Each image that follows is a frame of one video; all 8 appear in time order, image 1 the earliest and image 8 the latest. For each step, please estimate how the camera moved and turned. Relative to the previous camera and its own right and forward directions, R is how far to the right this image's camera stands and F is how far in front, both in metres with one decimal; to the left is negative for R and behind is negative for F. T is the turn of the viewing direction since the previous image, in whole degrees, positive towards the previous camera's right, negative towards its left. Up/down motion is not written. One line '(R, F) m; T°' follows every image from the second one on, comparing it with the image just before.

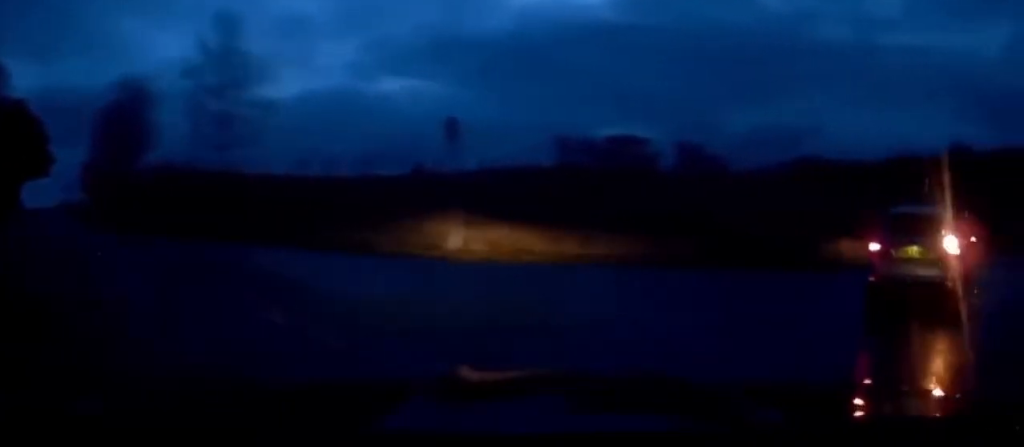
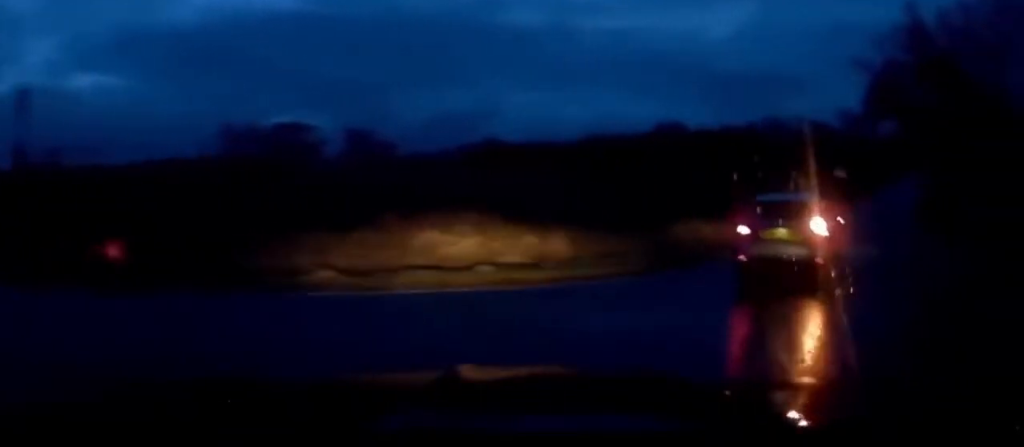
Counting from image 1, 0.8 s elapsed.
(+0.8, +5.0) m; +24°
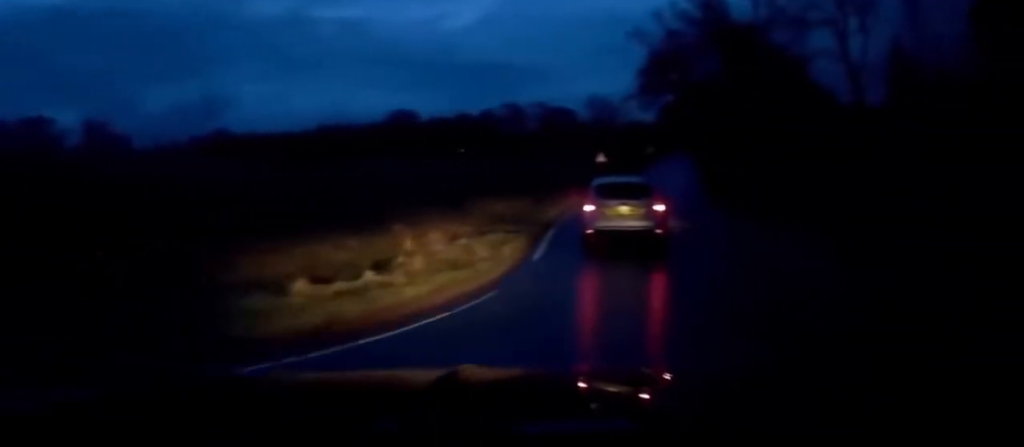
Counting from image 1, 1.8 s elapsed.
(+1.6, +5.5) m; +30°
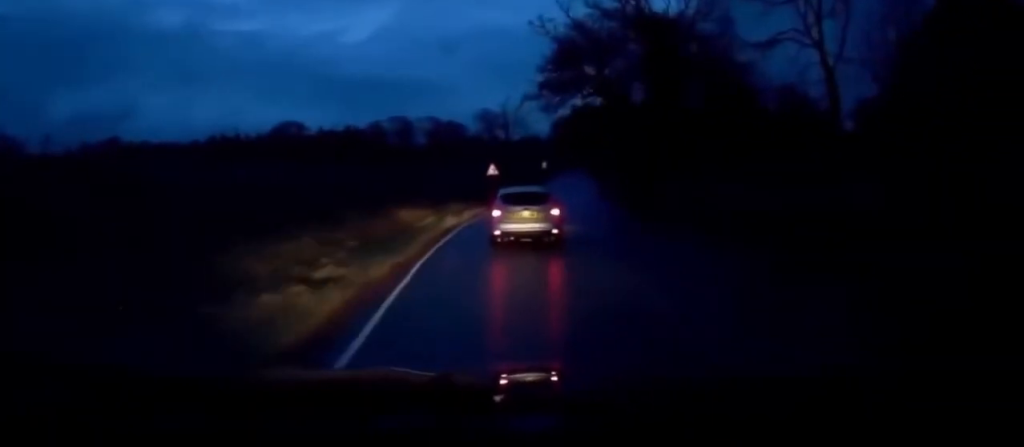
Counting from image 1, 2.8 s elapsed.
(+1.5, +5.9) m; +24°
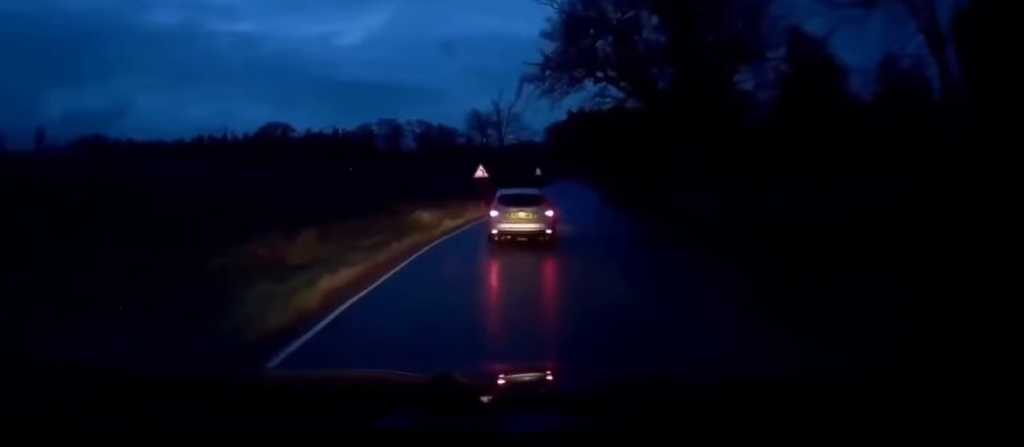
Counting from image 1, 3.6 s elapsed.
(+1.0, +6.6) m; +9°
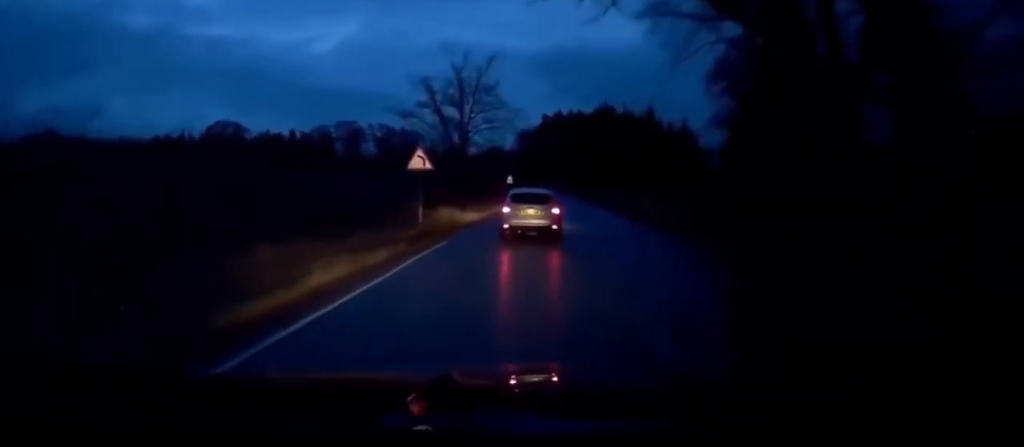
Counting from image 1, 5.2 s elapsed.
(+0.3, +17.8) m; +2°
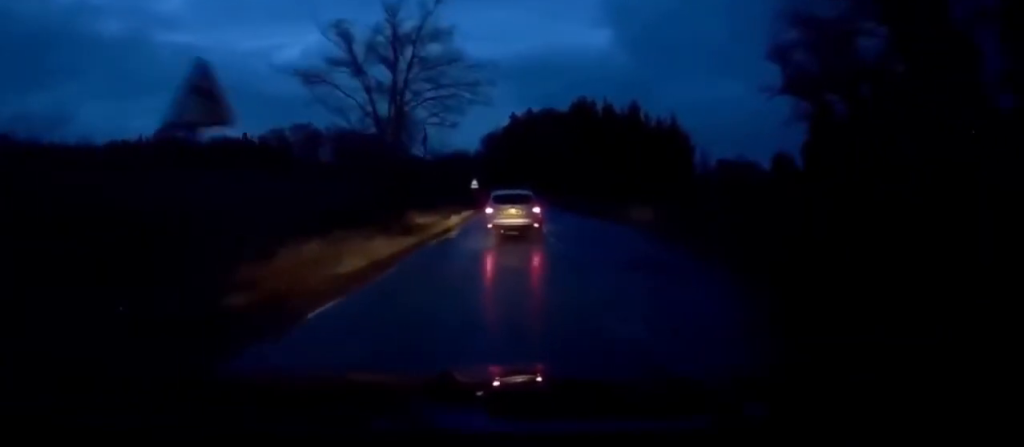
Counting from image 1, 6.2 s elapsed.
(+0.1, +14.6) m; 0°
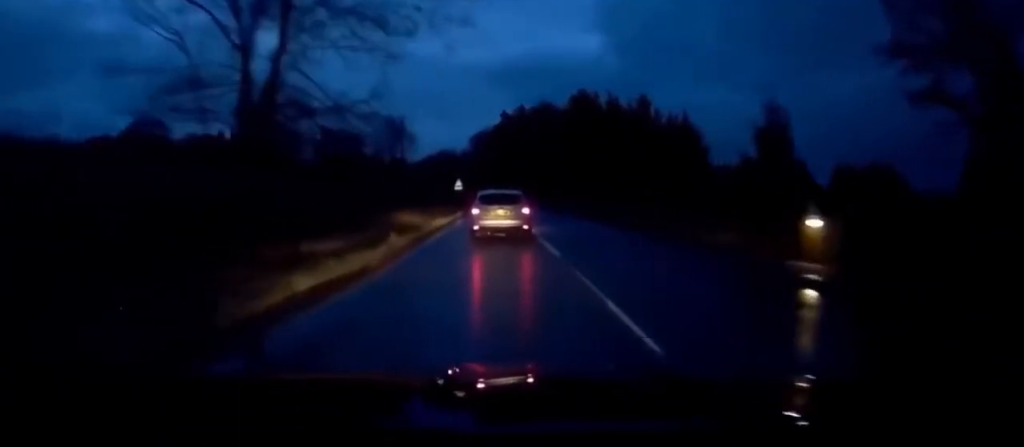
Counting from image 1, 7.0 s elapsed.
(0.0, +13.5) m; 0°
